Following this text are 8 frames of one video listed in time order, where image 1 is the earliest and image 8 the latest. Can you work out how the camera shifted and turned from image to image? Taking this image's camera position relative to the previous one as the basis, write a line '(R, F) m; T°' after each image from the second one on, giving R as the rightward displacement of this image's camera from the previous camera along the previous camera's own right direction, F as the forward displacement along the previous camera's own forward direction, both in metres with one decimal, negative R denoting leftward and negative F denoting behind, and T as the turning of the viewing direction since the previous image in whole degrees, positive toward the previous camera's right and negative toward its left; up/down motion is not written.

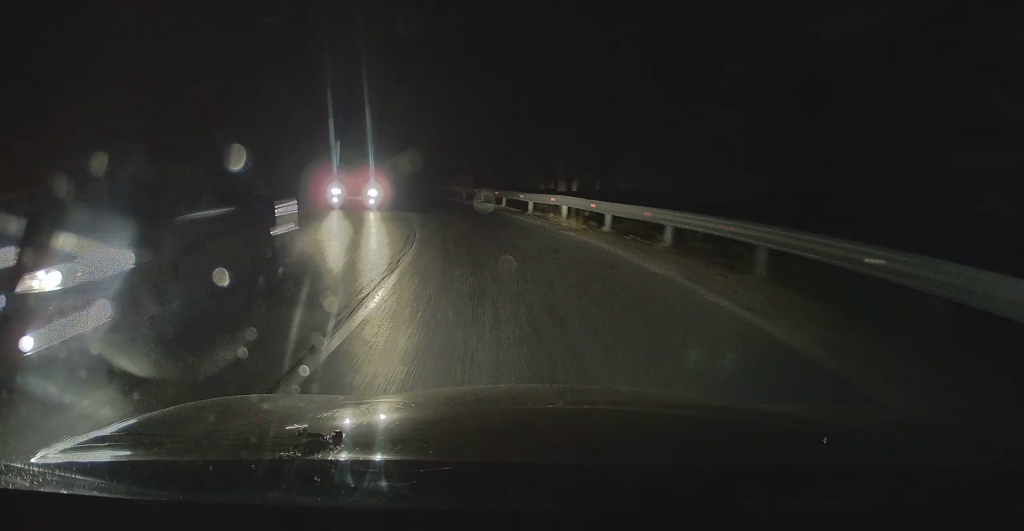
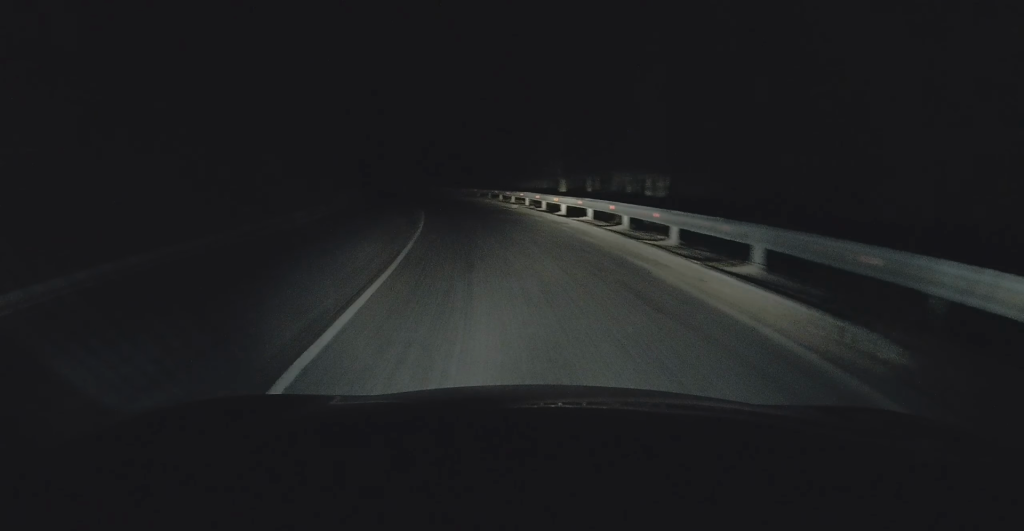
(-3.0, +22.4) m; -14°
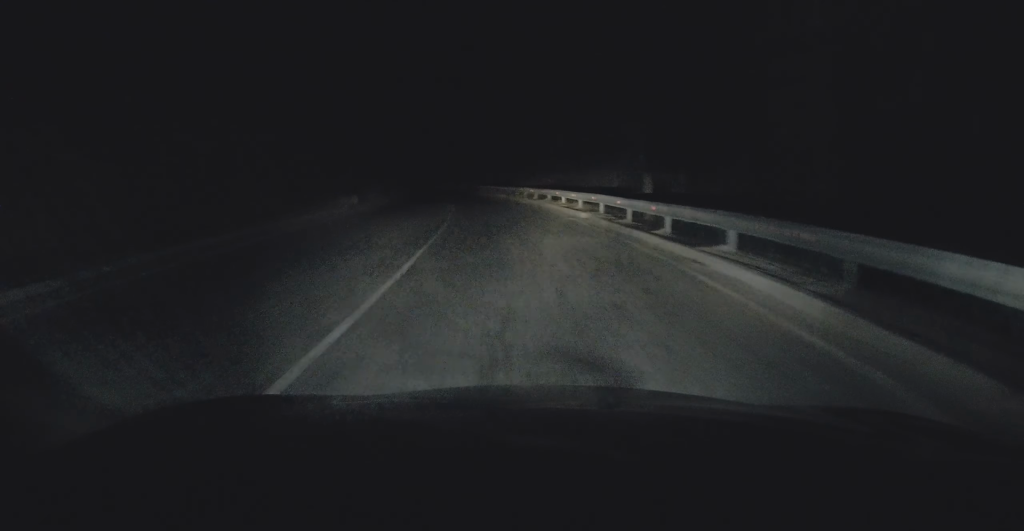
(-0.6, +9.3) m; -5°
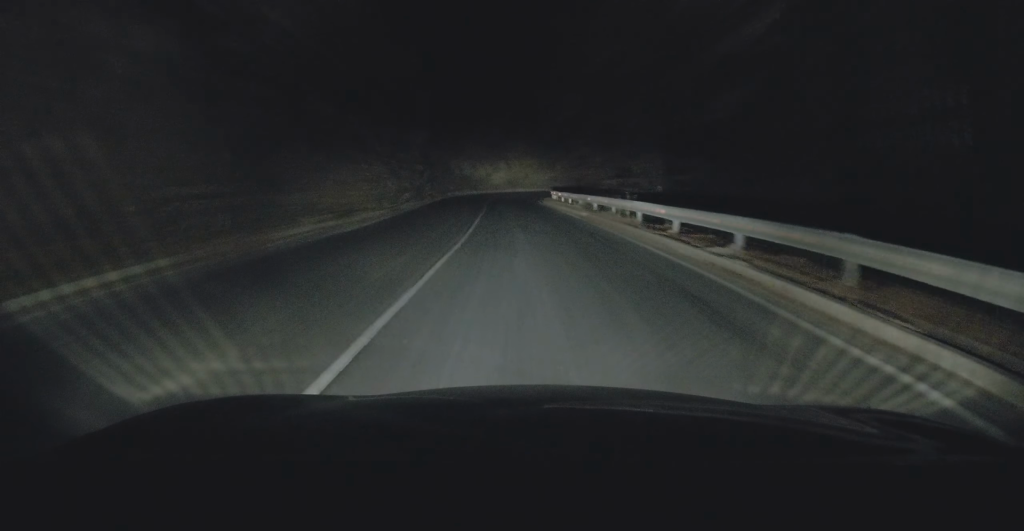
(-2.1, +23.0) m; -8°
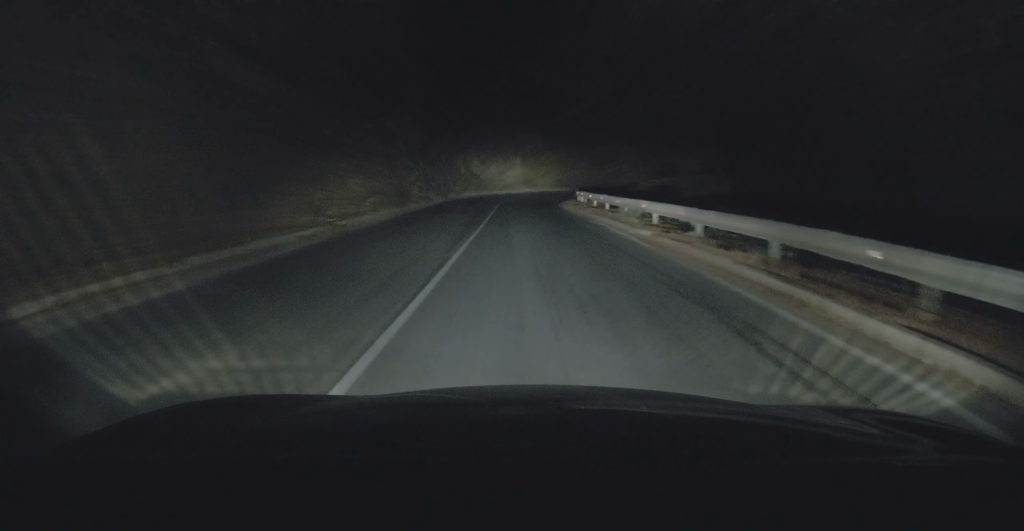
(-0.1, +10.1) m; -1°
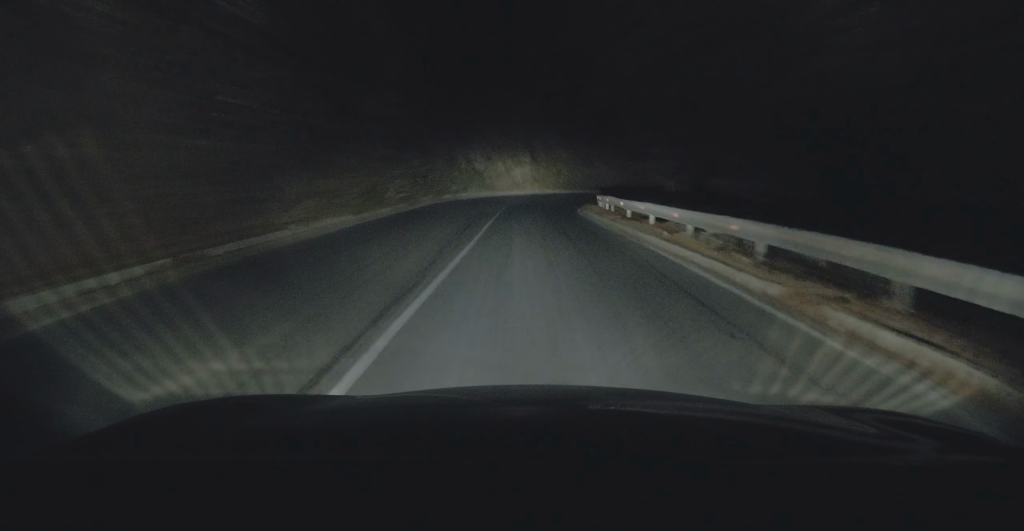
(-0.1, +7.8) m; +1°
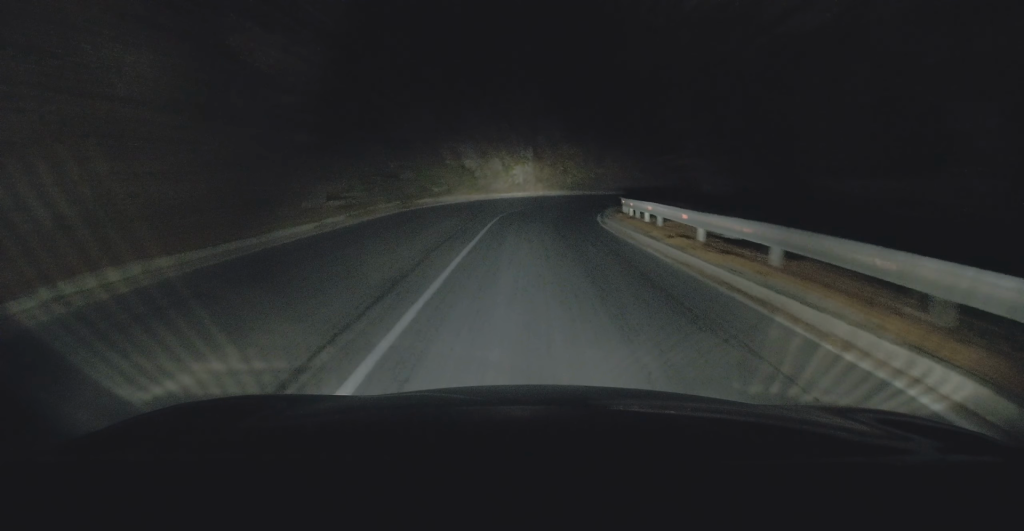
(0.0, +9.3) m; +1°
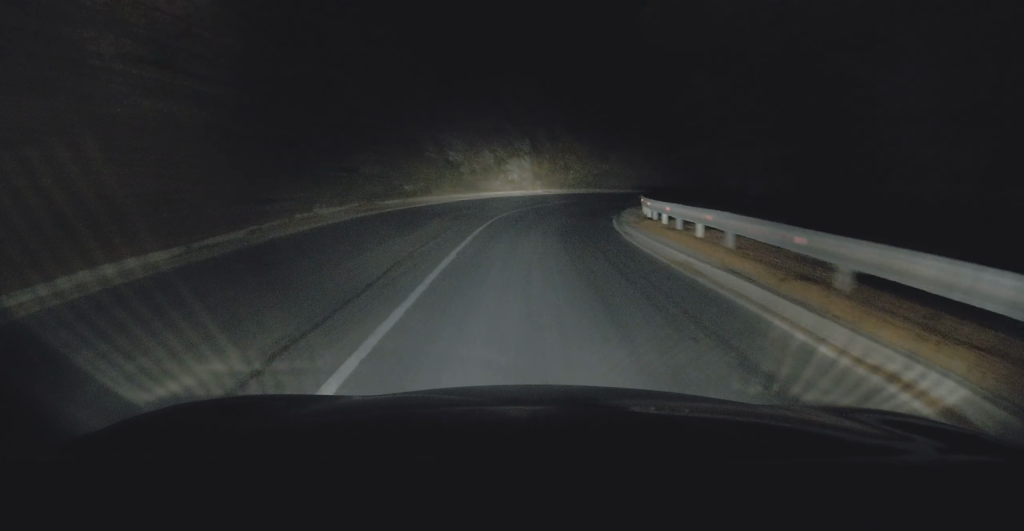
(+0.4, +6.3) m; 0°
